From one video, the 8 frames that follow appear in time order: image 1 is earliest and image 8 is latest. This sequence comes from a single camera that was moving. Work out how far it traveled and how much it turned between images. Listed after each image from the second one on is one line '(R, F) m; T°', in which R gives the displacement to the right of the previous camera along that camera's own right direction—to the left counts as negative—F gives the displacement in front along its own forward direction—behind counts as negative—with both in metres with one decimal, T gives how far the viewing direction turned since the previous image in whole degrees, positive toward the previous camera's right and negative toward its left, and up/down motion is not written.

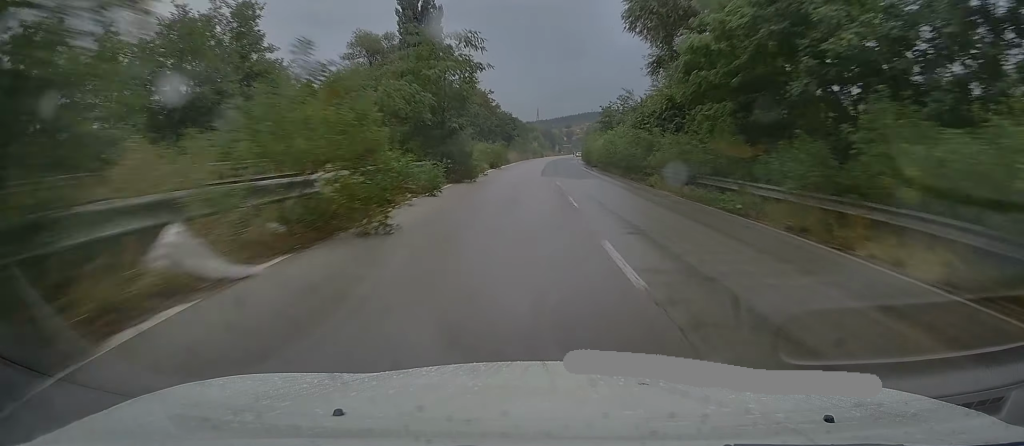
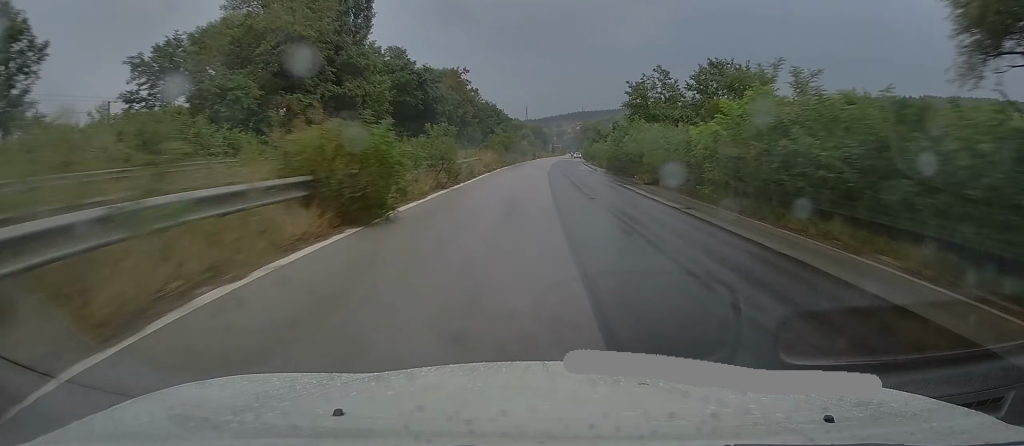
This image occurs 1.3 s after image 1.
(+0.6, +32.6) m; +2°
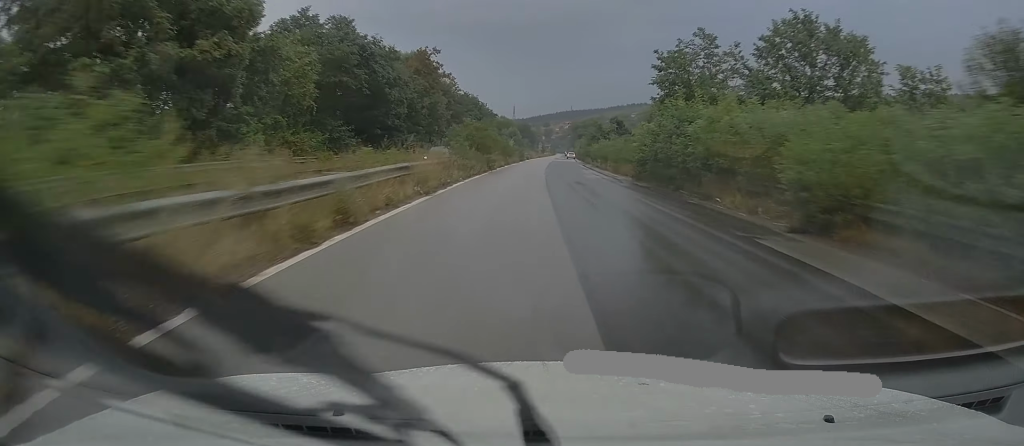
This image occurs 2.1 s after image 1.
(+0.1, +18.4) m; +1°
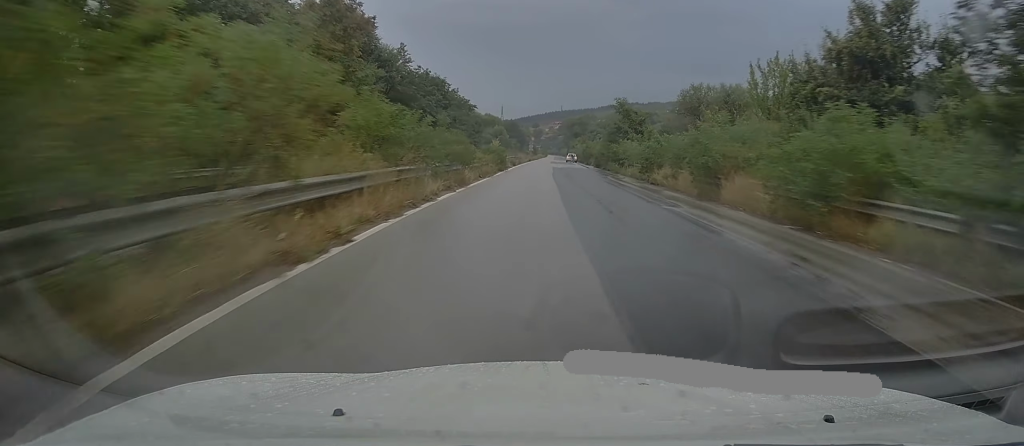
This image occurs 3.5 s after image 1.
(+0.4, +32.8) m; +1°
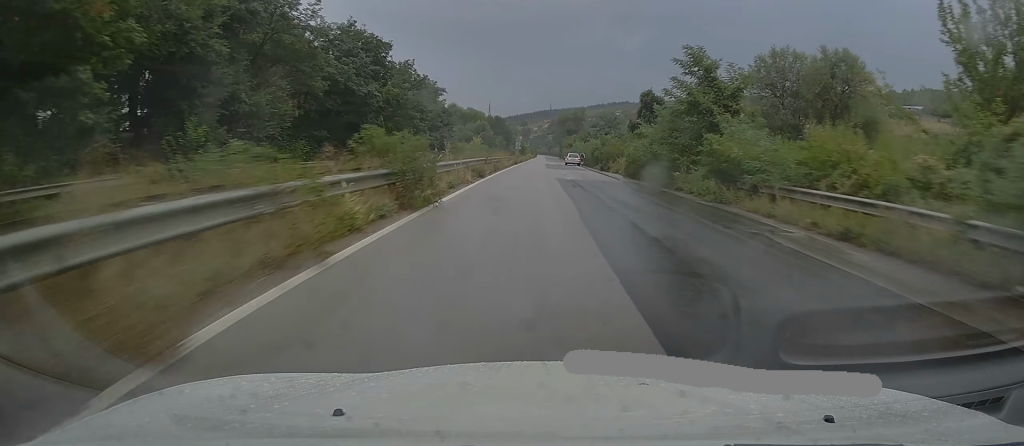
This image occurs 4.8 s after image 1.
(-0.1, +28.3) m; +1°
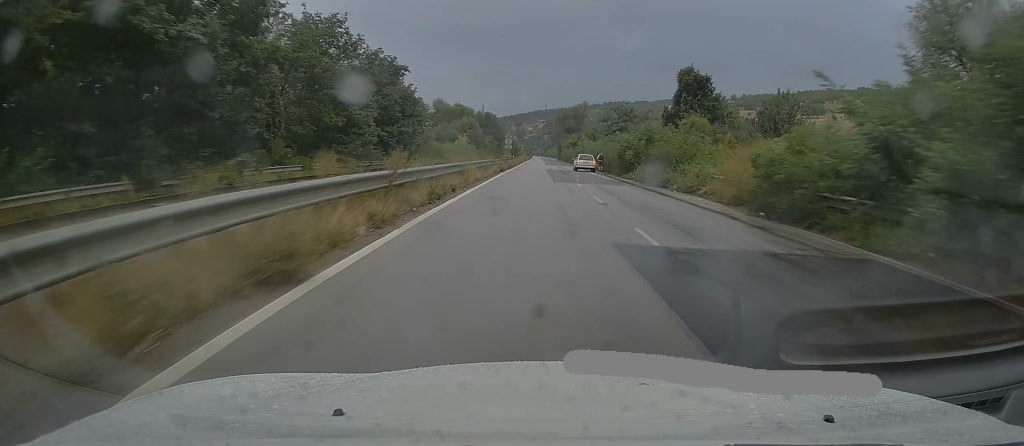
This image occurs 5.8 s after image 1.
(+0.7, +23.0) m; +2°
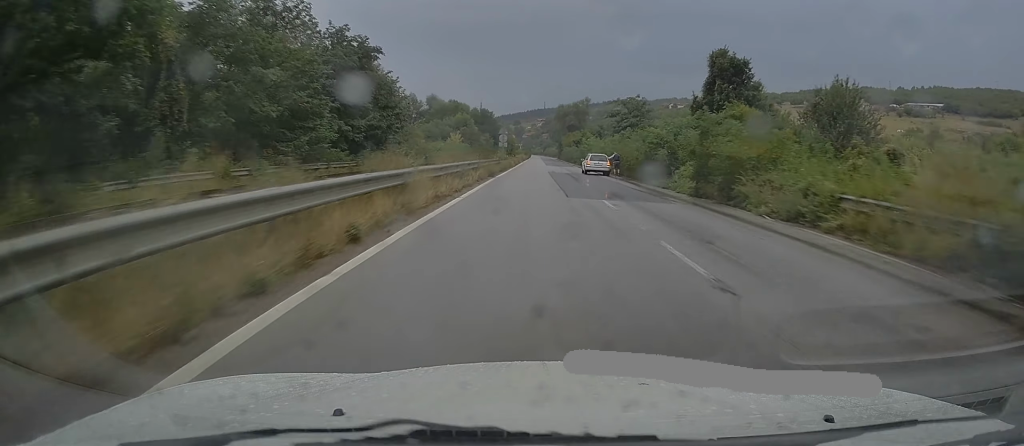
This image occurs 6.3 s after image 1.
(0.0, +10.6) m; 0°
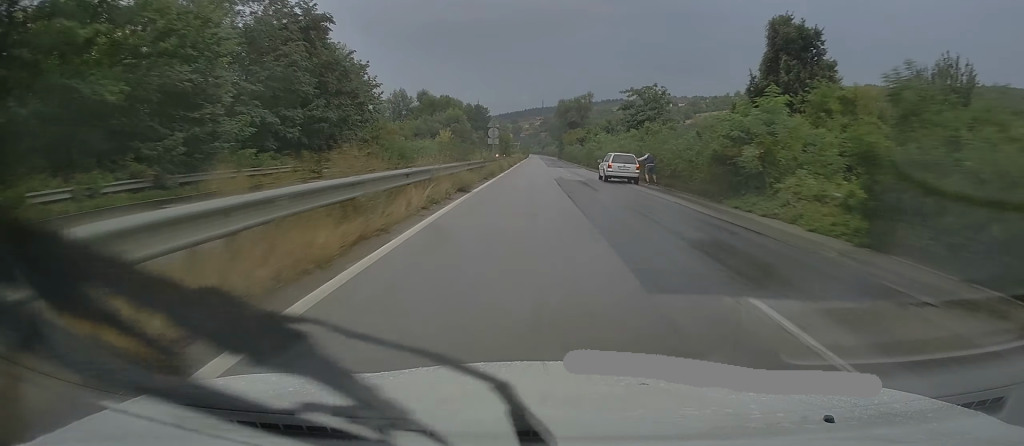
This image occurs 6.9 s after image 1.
(0.0, +12.7) m; 0°
